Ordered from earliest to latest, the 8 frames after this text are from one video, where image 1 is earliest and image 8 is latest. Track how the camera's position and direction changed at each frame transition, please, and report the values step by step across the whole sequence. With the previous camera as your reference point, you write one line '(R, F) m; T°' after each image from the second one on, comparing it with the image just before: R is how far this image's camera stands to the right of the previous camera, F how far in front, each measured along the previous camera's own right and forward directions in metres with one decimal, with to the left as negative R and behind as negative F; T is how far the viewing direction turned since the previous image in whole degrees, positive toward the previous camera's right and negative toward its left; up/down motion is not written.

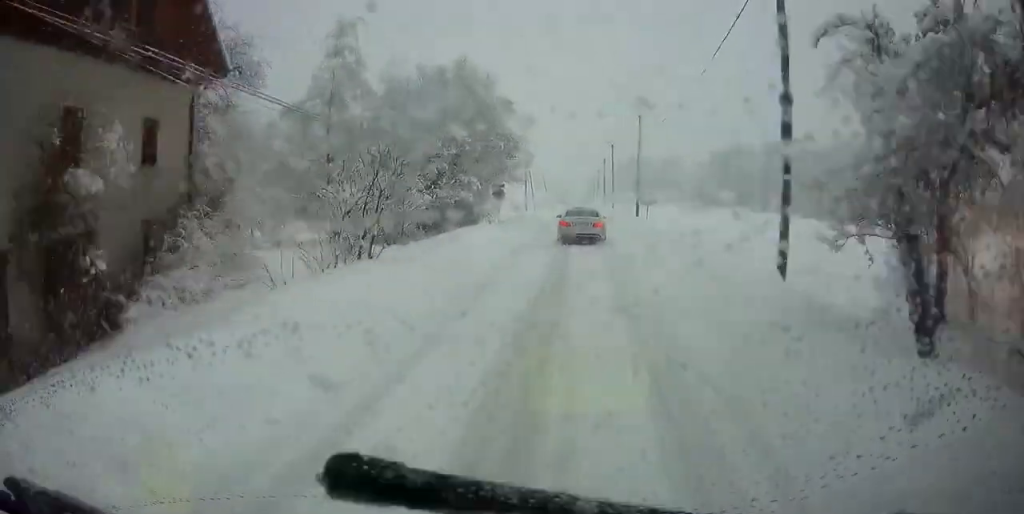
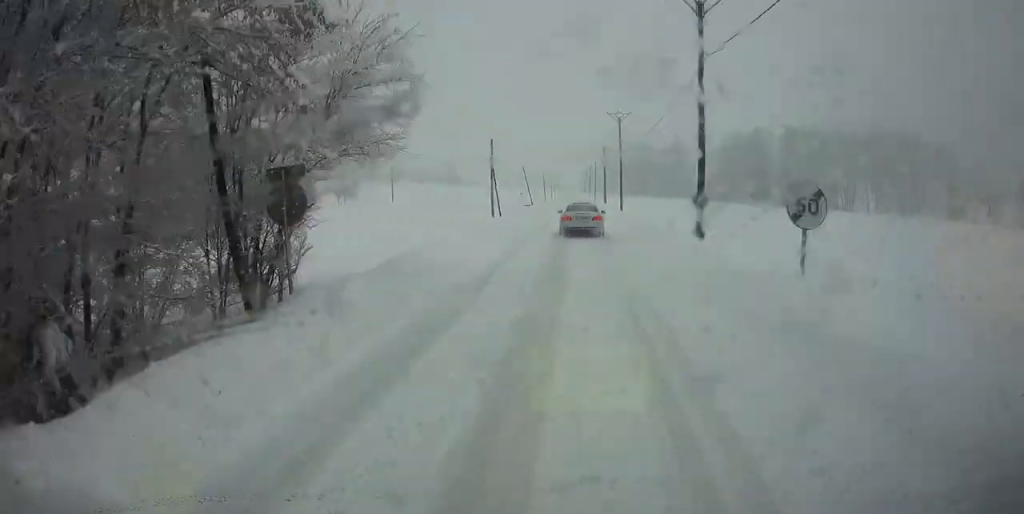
(0.0, +30.8) m; -1°
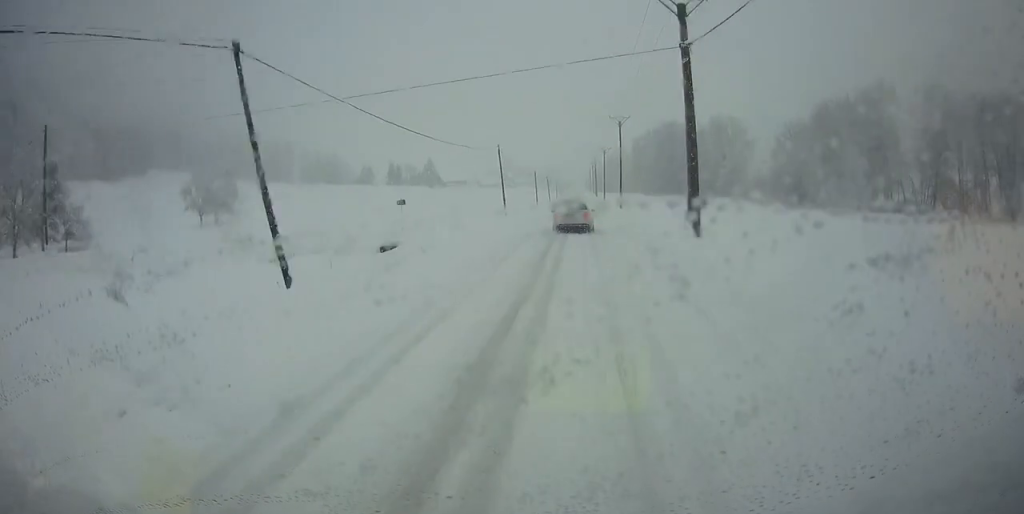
(-0.6, +78.2) m; 0°
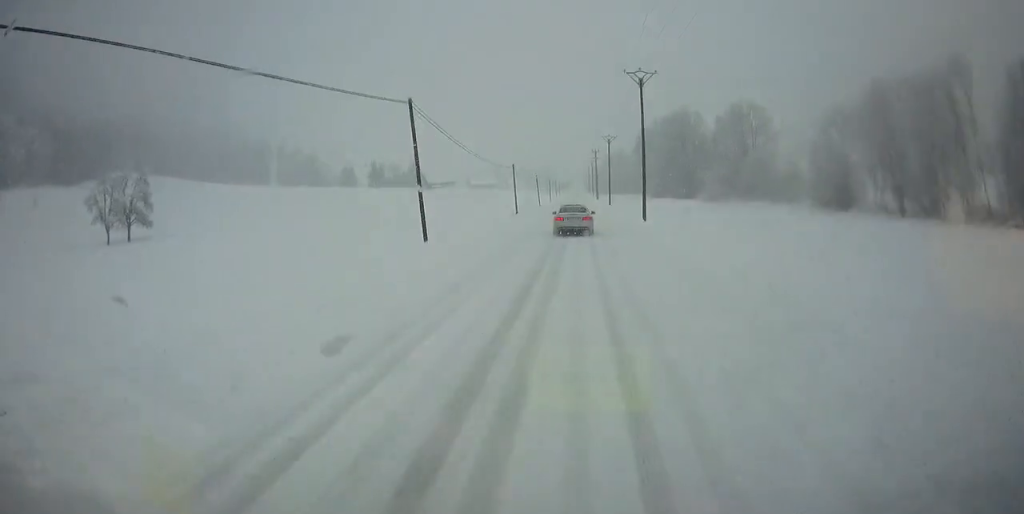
(+0.1, +29.3) m; 0°
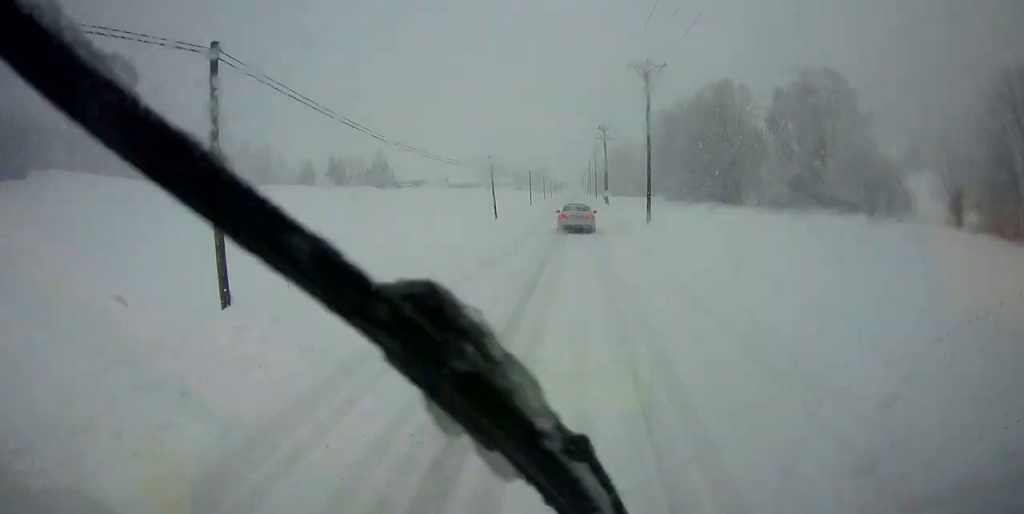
(+0.2, +55.3) m; 0°
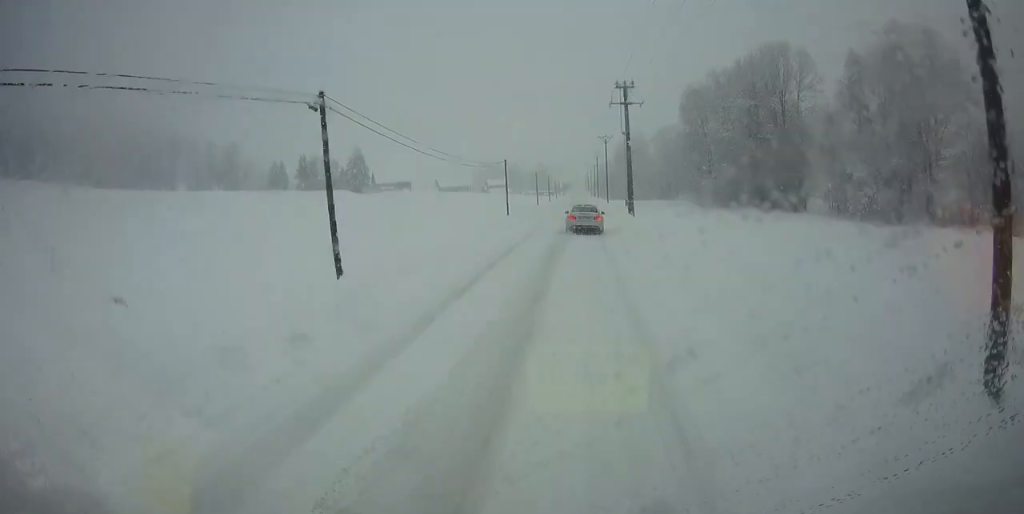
(0.0, +34.4) m; 0°
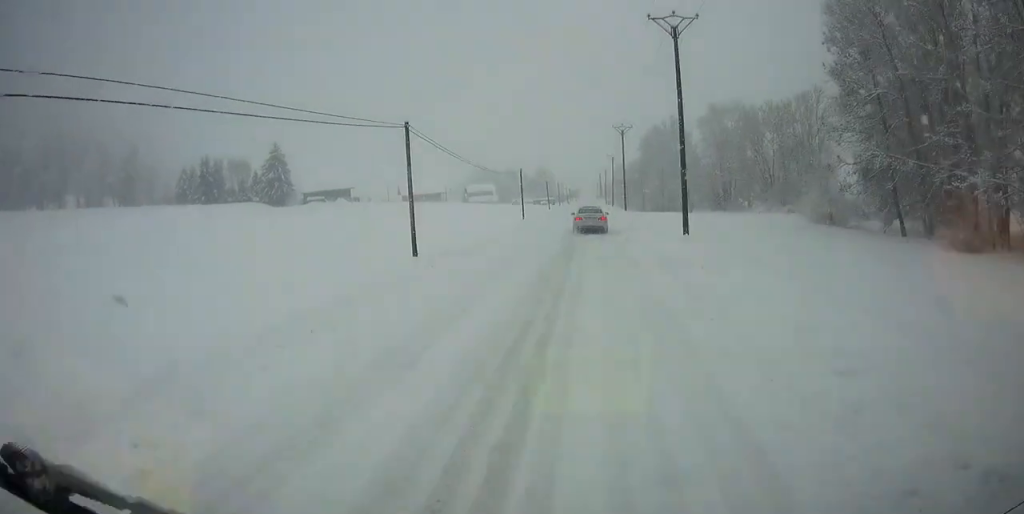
(-0.5, +70.6) m; -1°
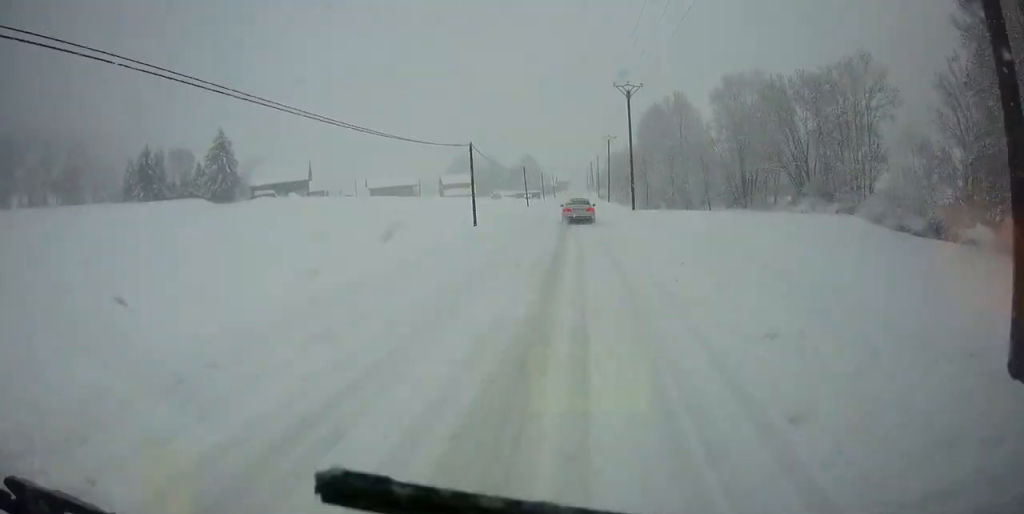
(0.0, +22.6) m; 0°
